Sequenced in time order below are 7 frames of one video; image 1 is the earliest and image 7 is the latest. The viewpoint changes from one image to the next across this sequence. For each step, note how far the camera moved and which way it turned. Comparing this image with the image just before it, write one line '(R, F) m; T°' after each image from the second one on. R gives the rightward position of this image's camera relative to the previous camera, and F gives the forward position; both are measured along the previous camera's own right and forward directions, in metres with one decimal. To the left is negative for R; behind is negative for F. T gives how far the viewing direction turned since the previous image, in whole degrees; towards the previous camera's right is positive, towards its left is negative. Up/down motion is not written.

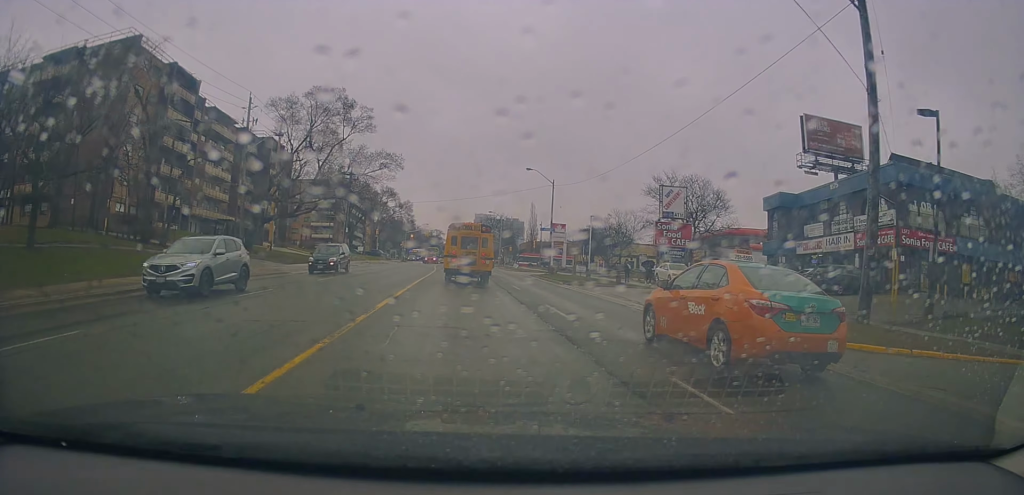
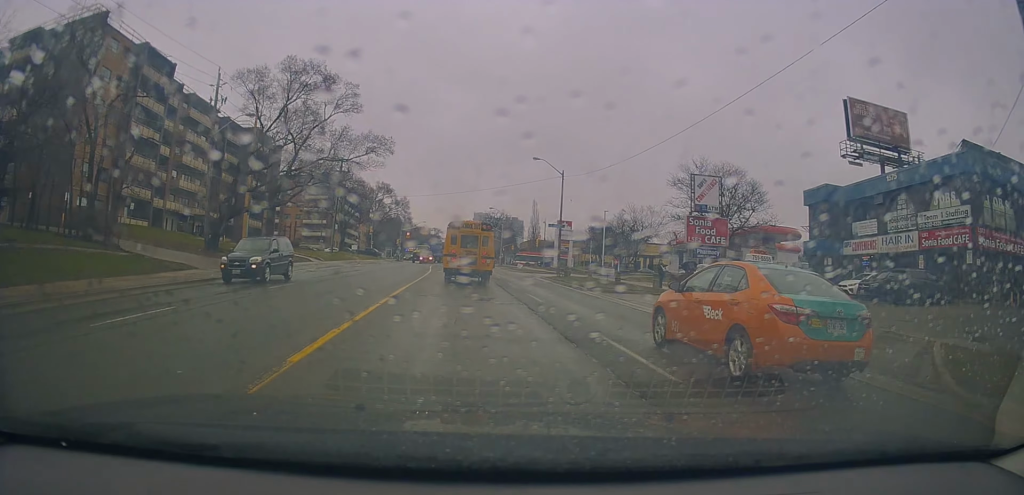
(-0.2, +6.5) m; 0°
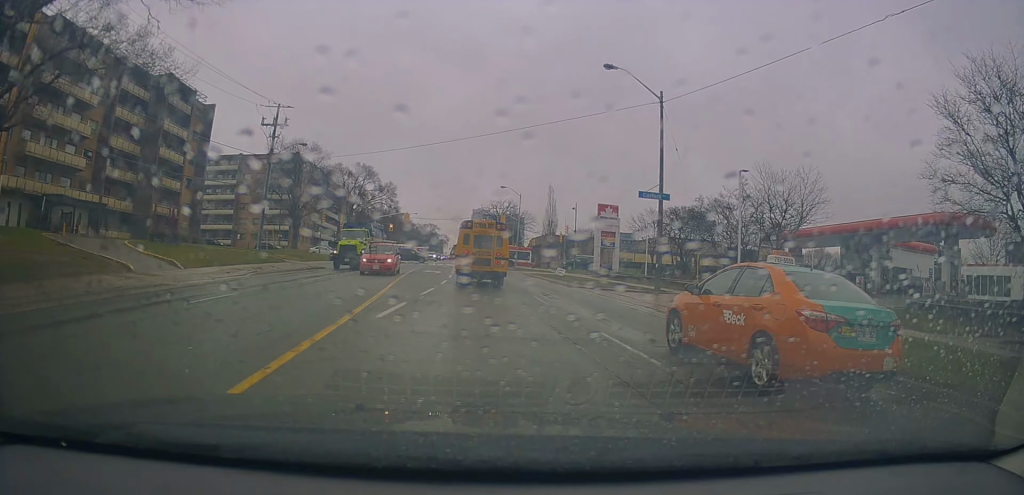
(-0.1, +29.3) m; -4°
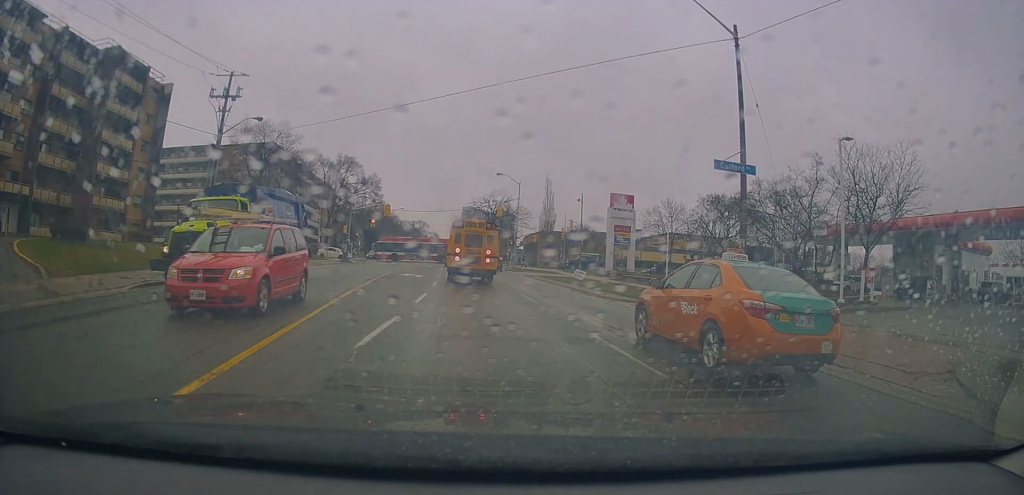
(+0.4, +9.9) m; +6°
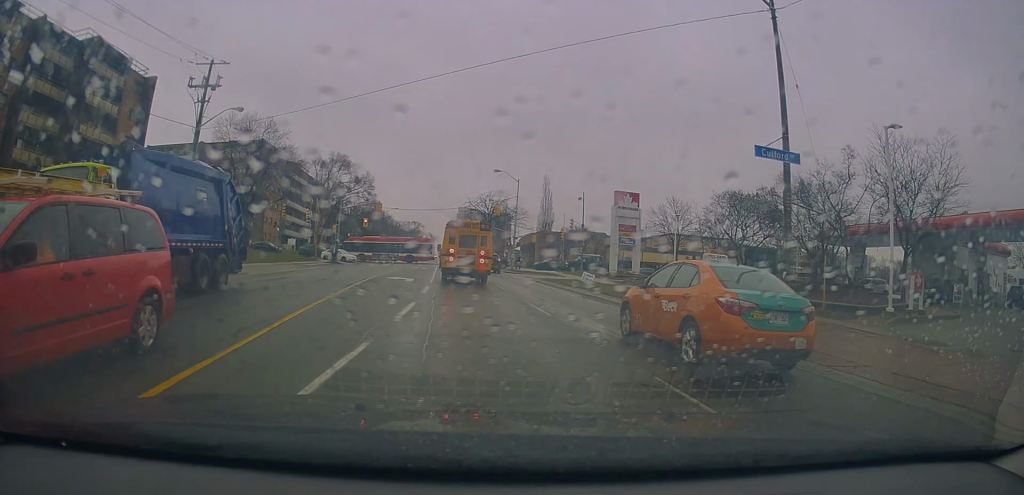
(+0.4, +3.3) m; +1°
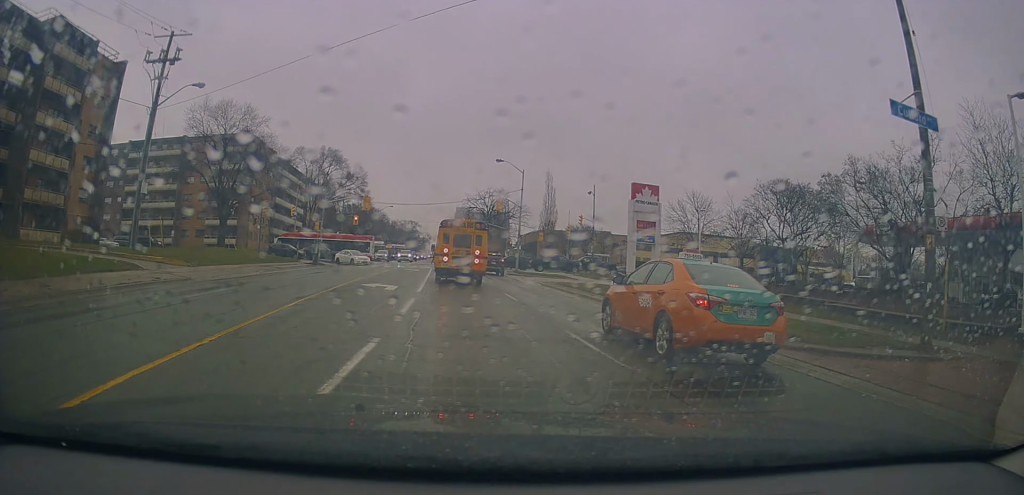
(-0.4, +6.2) m; -4°
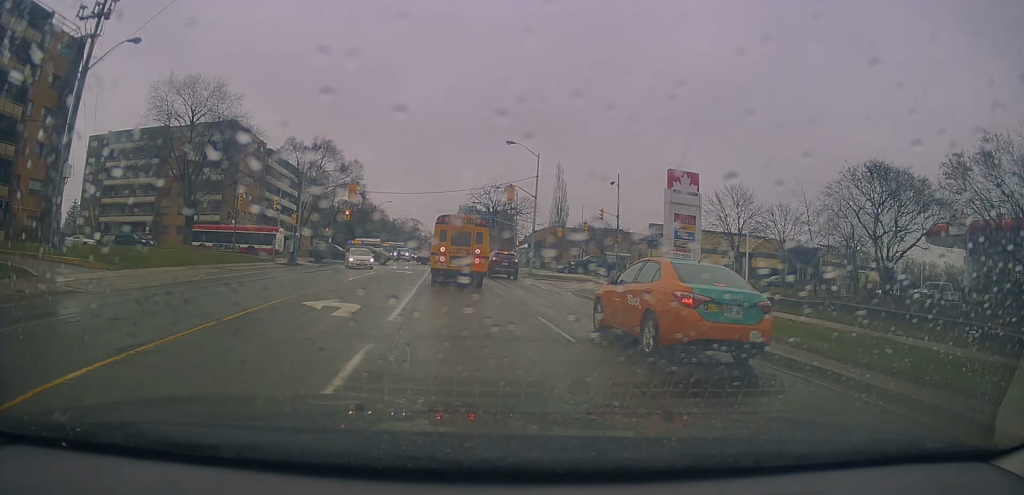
(-0.2, +8.3) m; +2°
